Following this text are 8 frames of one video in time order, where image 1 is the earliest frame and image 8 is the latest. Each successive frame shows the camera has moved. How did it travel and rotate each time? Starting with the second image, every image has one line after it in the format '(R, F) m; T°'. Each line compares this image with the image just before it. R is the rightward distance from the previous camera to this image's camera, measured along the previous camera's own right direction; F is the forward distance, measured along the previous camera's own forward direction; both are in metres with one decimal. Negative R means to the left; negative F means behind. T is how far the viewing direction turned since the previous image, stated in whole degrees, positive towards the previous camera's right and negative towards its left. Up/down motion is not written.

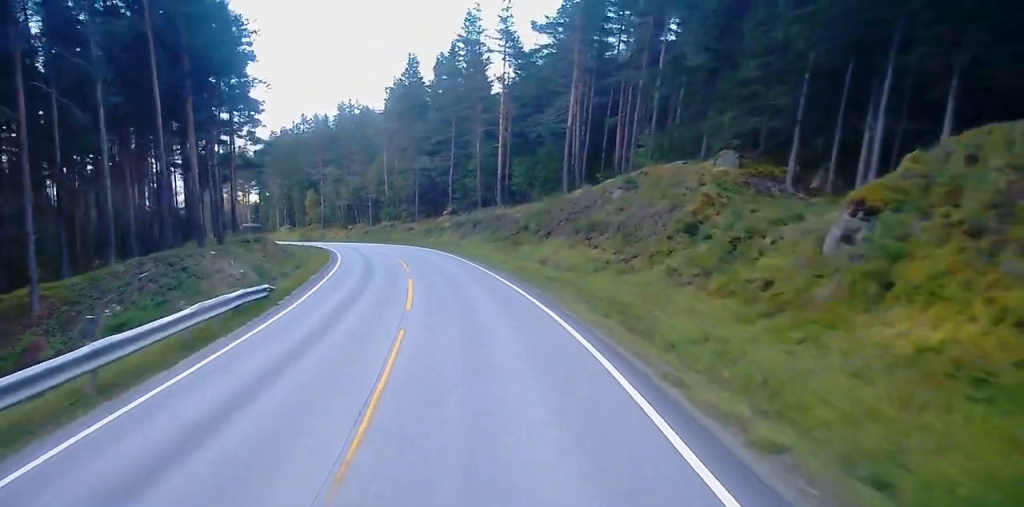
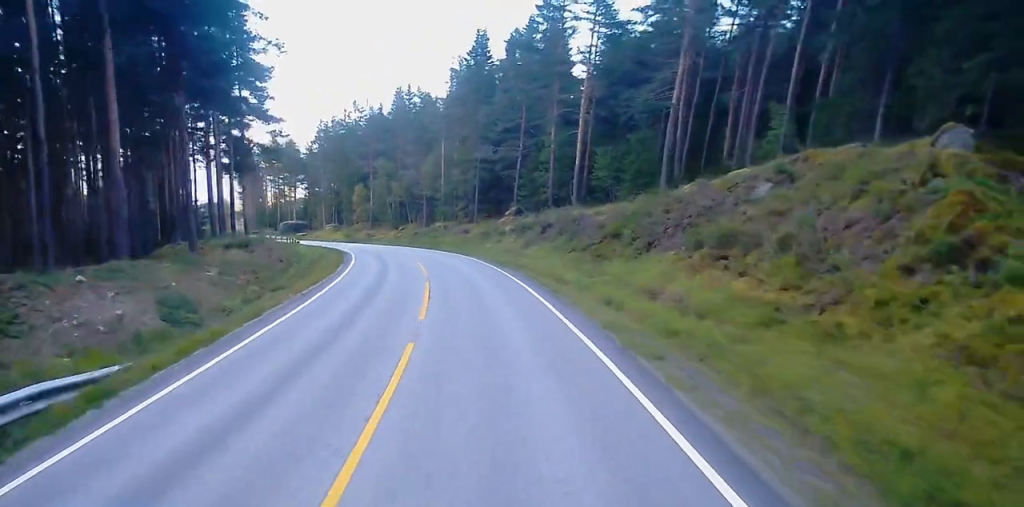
(-0.7, +13.7) m; -5°
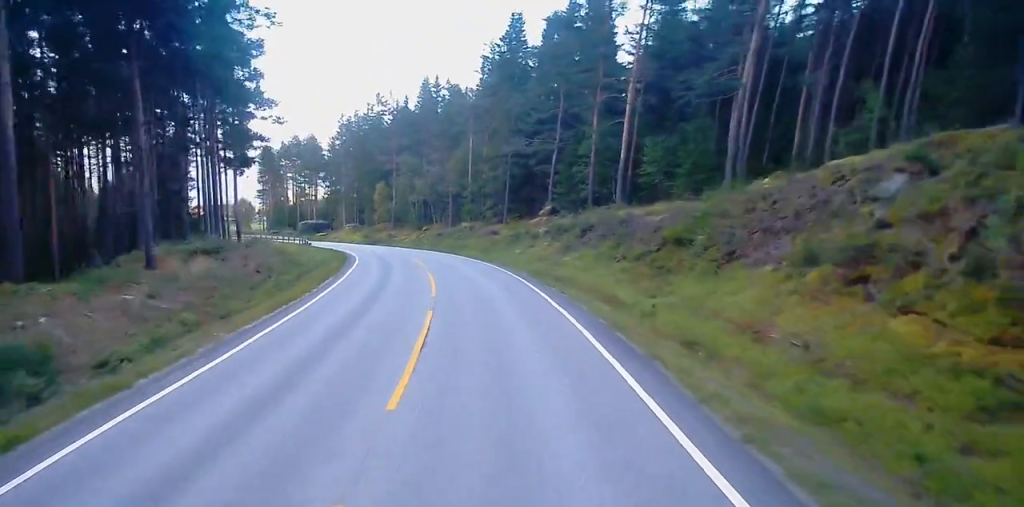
(-0.3, +7.6) m; -2°
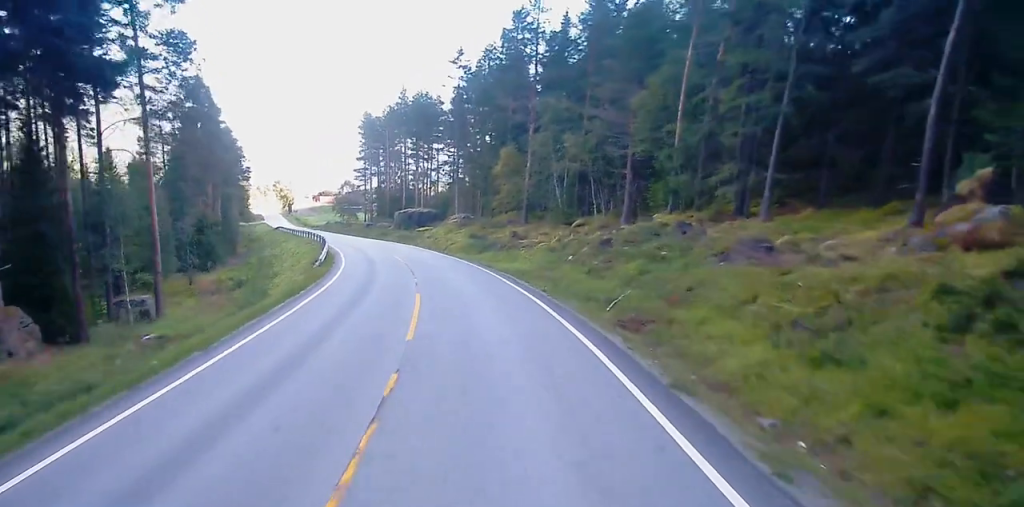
(-3.5, +43.1) m; -11°
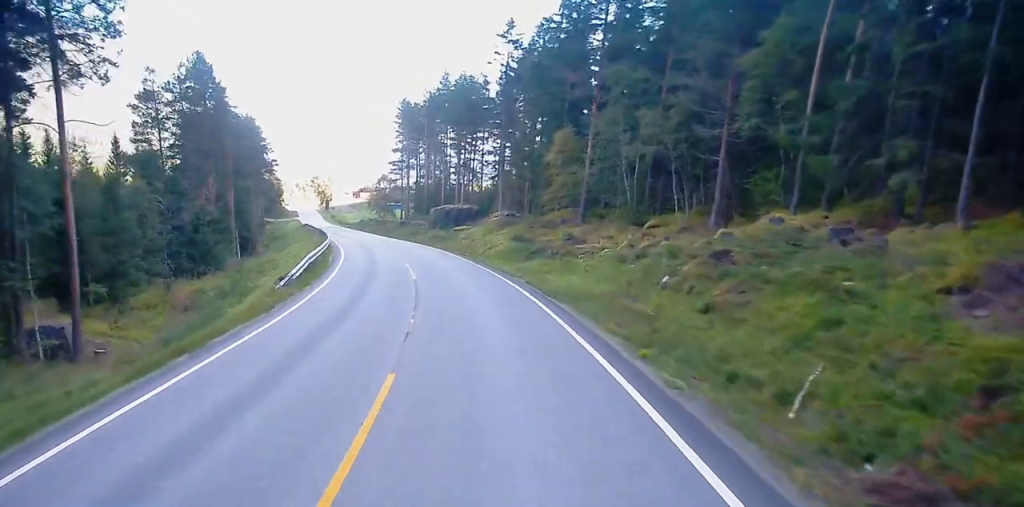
(-0.4, +11.8) m; -2°
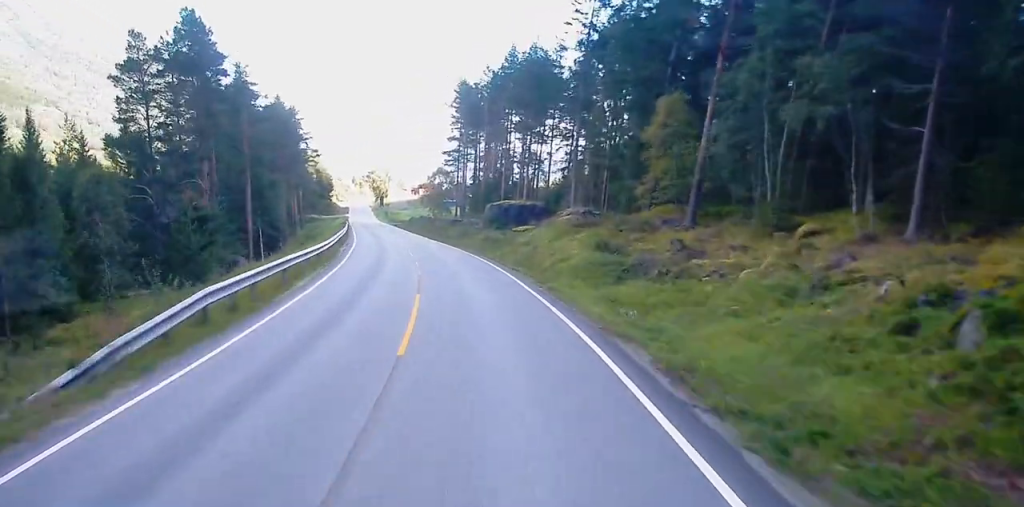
(-0.3, +14.9) m; -3°
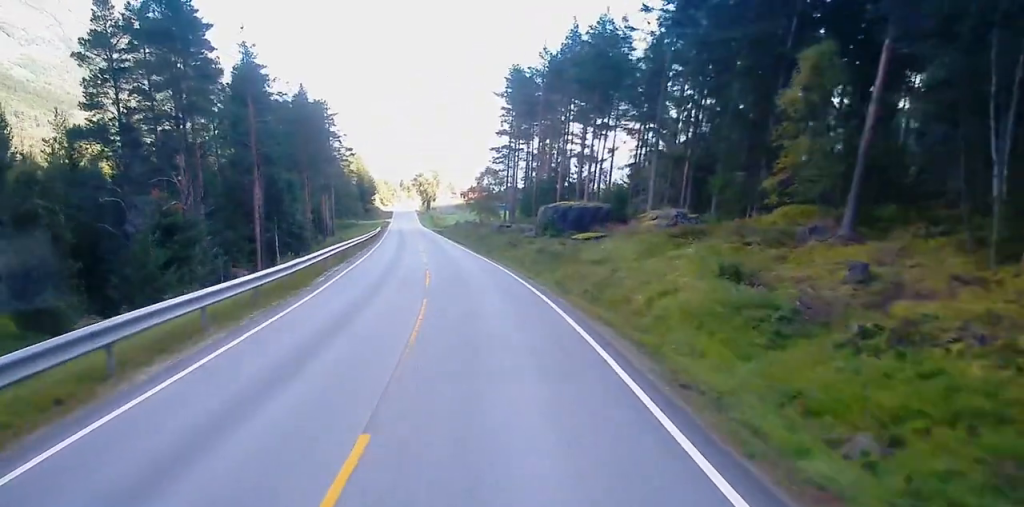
(-0.2, +12.7) m; -4°
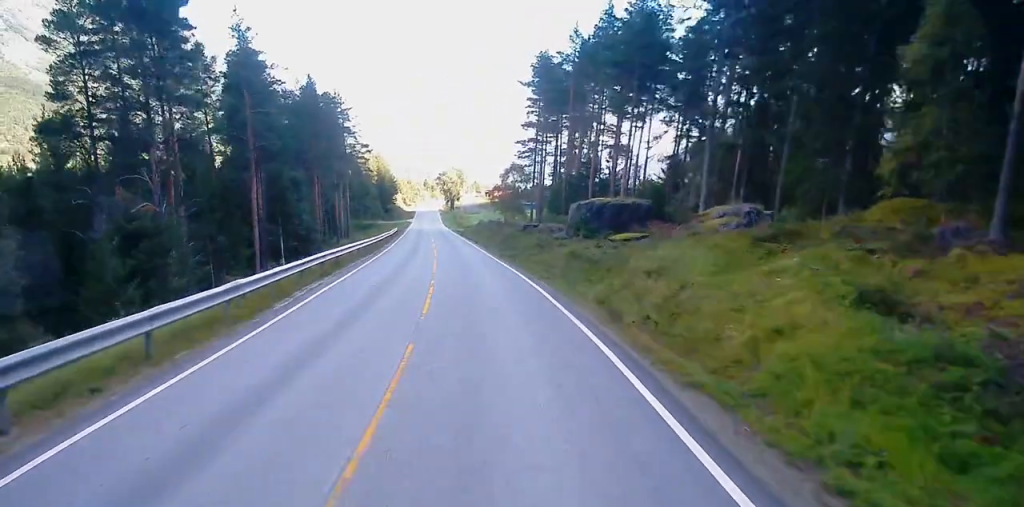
(+0.2, +6.9) m; -2°
